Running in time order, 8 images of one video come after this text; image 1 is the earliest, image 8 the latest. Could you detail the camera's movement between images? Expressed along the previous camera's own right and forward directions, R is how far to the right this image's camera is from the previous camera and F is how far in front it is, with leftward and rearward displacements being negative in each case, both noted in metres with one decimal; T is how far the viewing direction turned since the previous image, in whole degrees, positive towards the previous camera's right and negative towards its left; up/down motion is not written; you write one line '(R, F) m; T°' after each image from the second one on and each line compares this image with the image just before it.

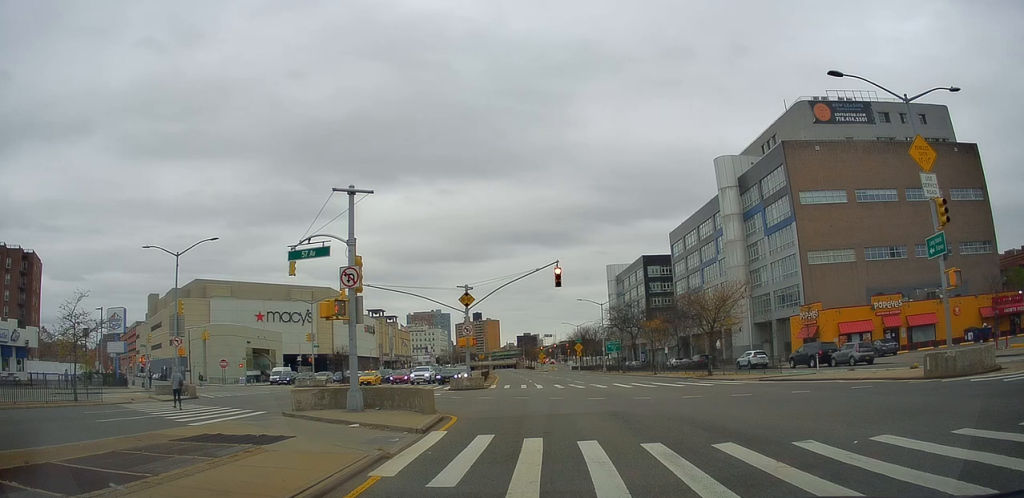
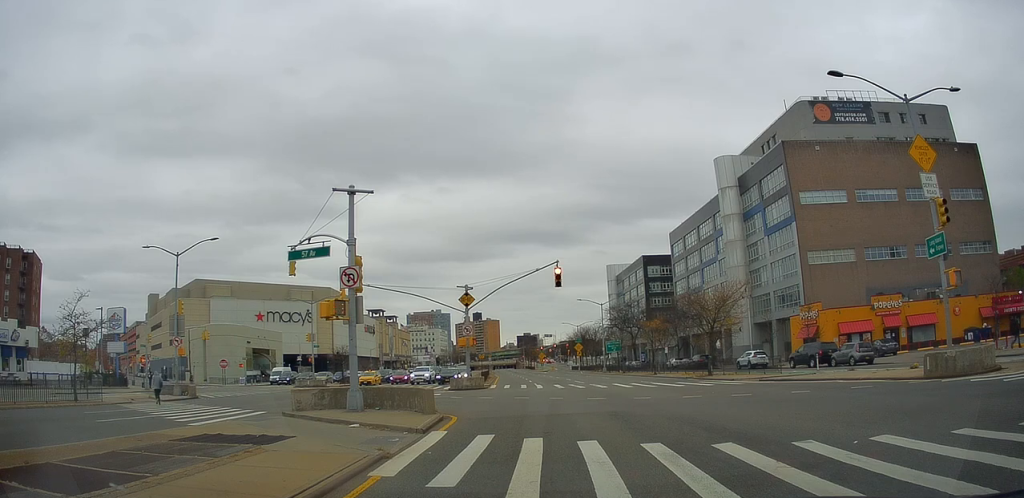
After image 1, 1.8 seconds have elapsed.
(0.0, 0.0) m; 0°
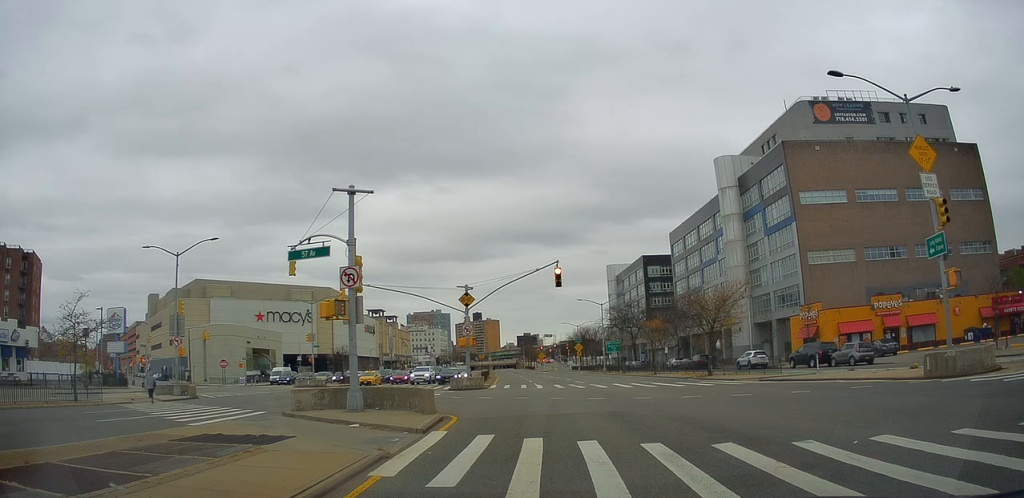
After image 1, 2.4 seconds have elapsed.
(0.0, 0.0) m; 0°
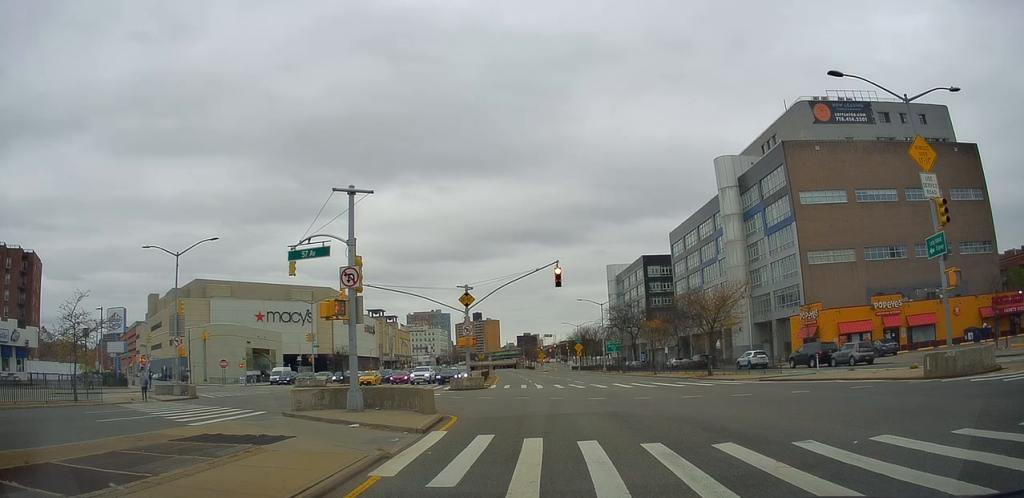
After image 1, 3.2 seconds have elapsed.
(0.0, 0.0) m; 0°
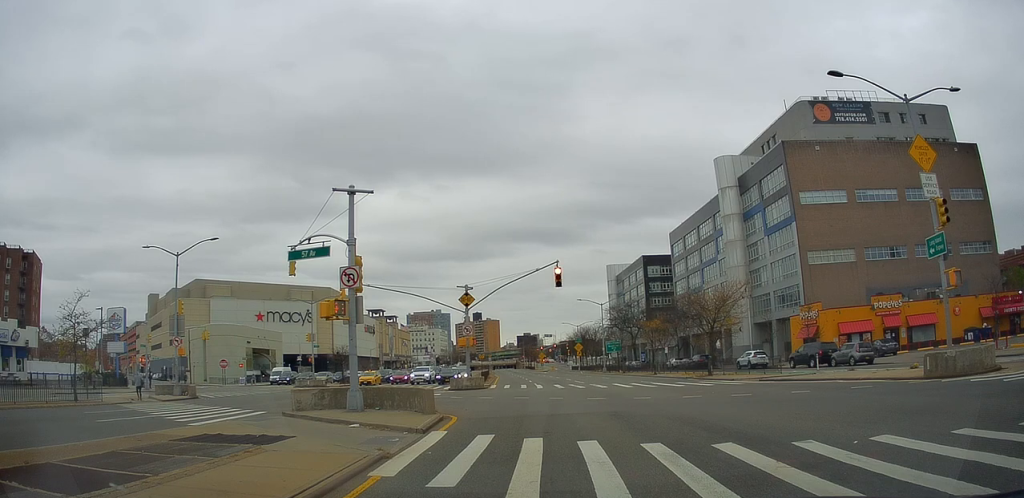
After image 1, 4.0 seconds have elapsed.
(0.0, 0.0) m; 0°
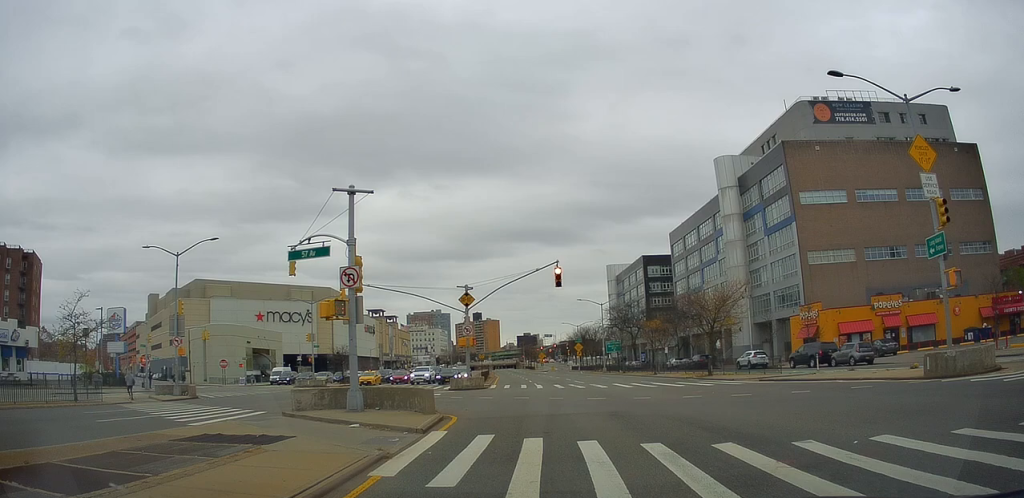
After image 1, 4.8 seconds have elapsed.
(0.0, 0.0) m; 0°
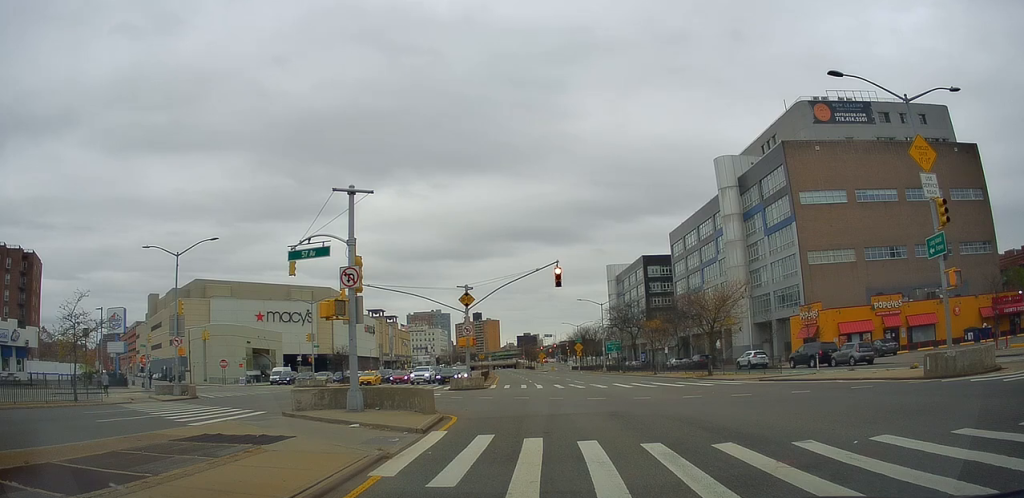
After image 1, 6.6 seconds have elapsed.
(0.0, 0.0) m; 0°
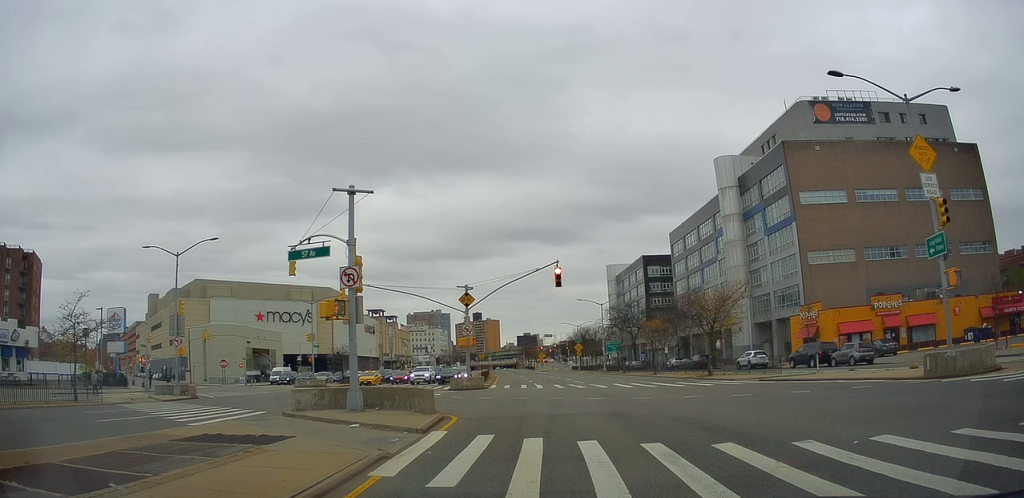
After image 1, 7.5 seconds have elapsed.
(0.0, 0.0) m; 0°
